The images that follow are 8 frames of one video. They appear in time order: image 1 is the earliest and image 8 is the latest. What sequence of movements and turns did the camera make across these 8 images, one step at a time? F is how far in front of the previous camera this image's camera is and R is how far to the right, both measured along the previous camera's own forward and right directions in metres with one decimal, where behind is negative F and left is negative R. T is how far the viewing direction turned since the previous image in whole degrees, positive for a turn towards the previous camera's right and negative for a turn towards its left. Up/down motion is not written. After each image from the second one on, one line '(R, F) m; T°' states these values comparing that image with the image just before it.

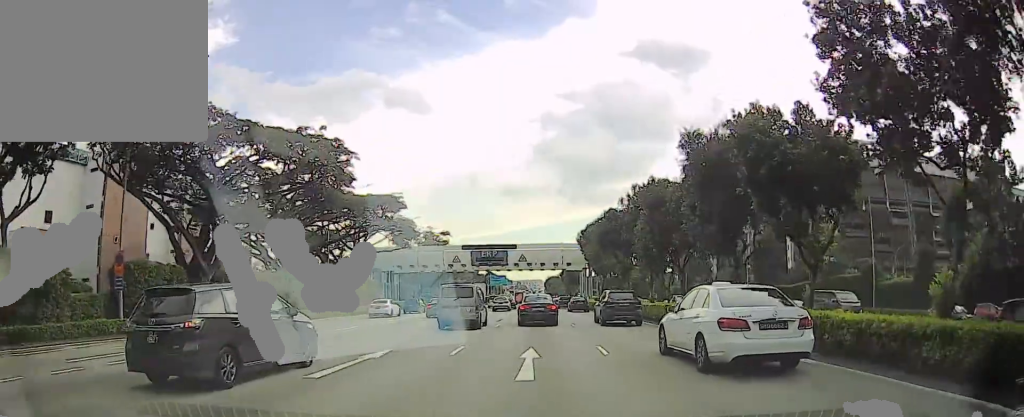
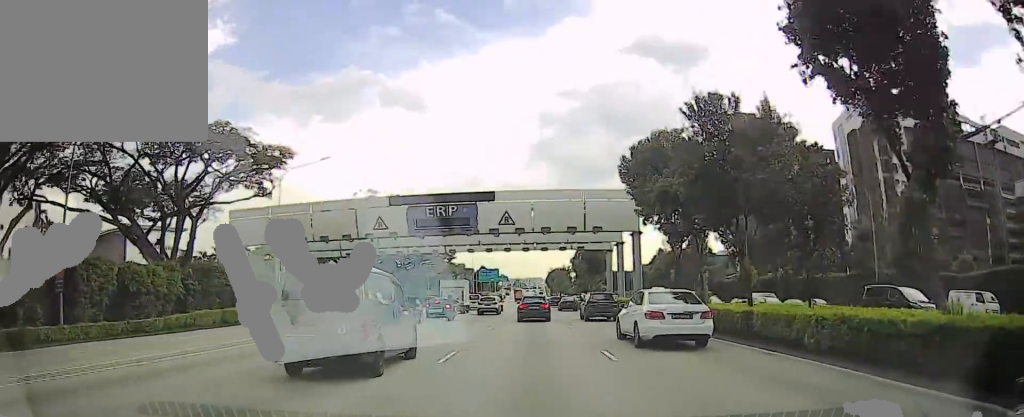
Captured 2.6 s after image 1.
(+0.6, +37.4) m; -2°
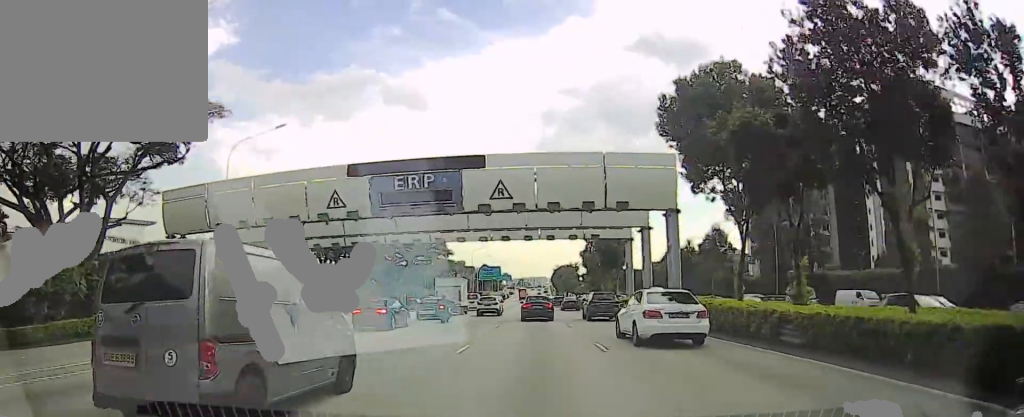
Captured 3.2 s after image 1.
(0.0, +9.5) m; 0°
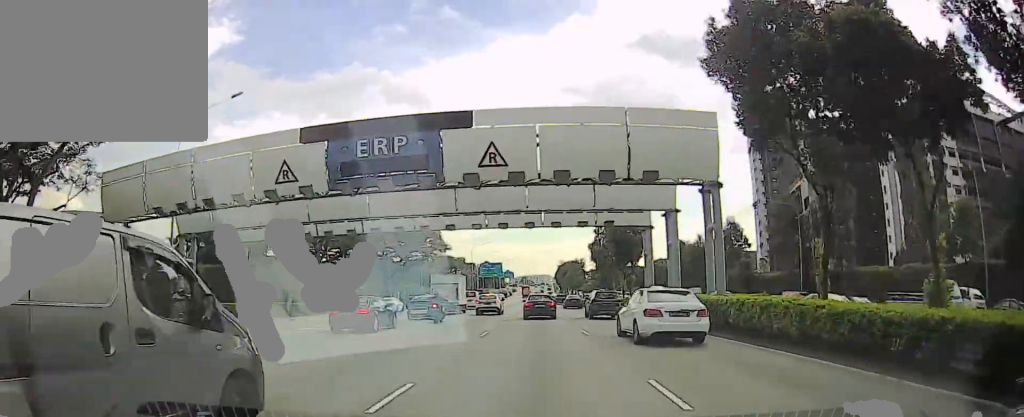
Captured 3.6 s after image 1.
(0.0, +6.3) m; 0°
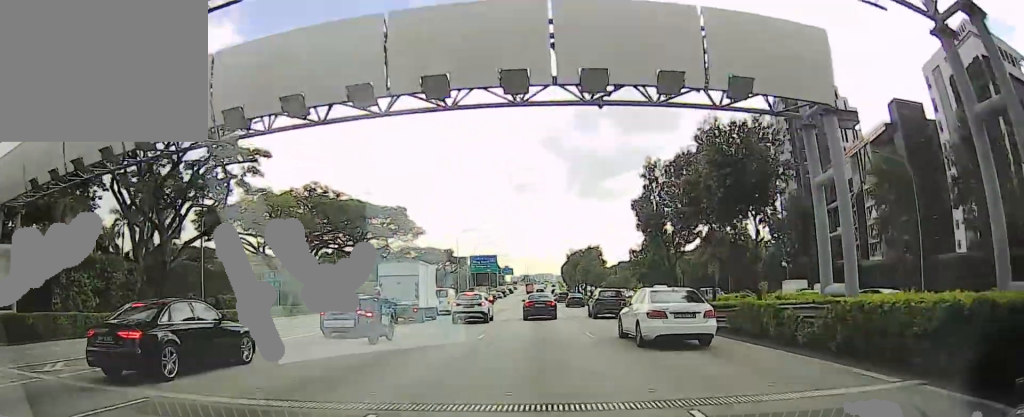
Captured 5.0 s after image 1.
(+0.4, +25.5) m; +2°
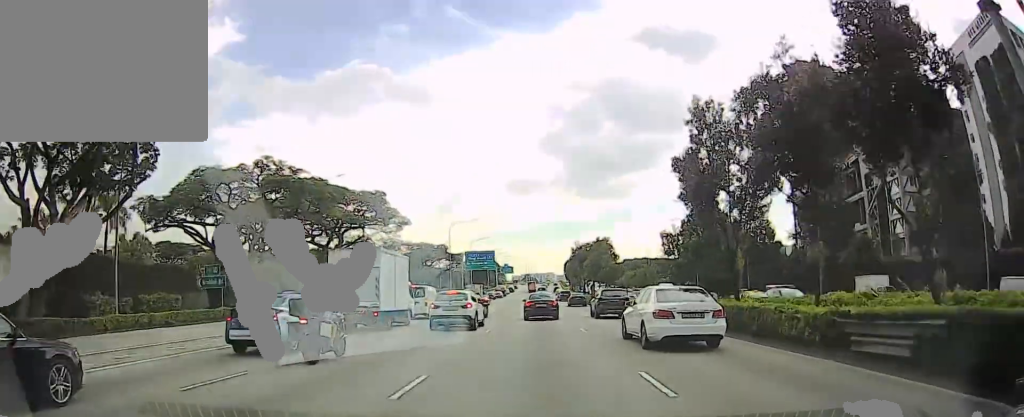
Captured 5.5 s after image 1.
(+0.2, +9.7) m; +1°
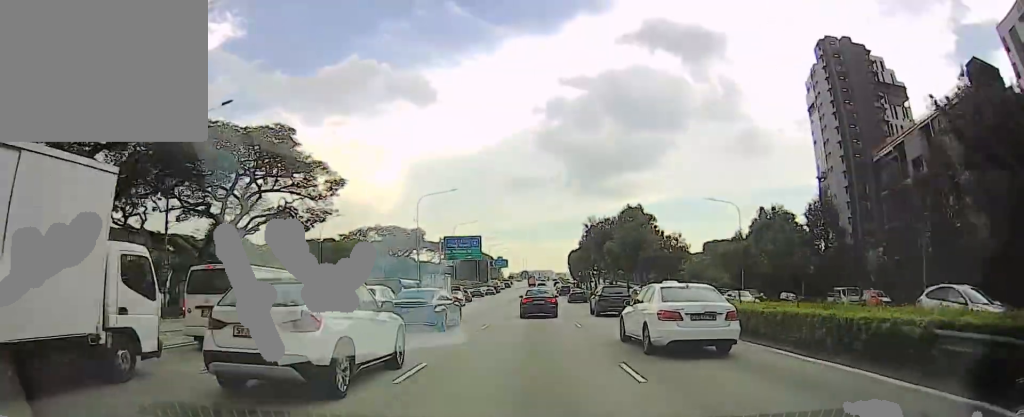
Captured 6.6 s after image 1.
(+0.1, +22.2) m; 0°
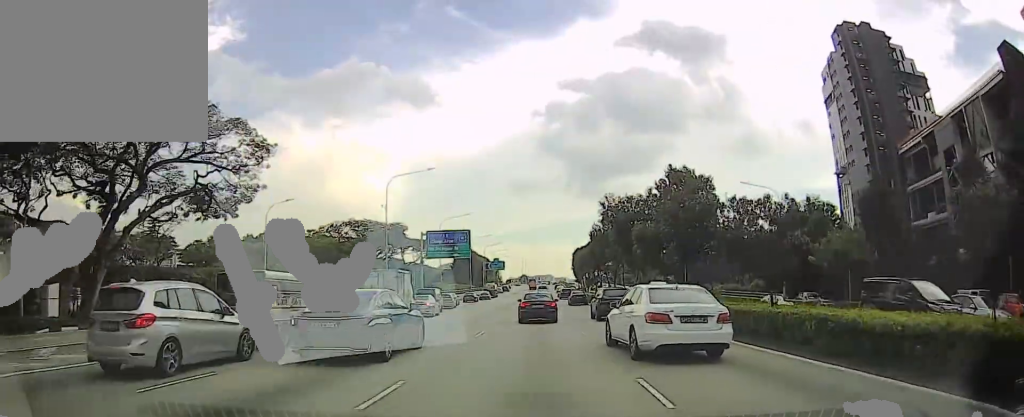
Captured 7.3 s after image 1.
(0.0, +13.4) m; -3°
